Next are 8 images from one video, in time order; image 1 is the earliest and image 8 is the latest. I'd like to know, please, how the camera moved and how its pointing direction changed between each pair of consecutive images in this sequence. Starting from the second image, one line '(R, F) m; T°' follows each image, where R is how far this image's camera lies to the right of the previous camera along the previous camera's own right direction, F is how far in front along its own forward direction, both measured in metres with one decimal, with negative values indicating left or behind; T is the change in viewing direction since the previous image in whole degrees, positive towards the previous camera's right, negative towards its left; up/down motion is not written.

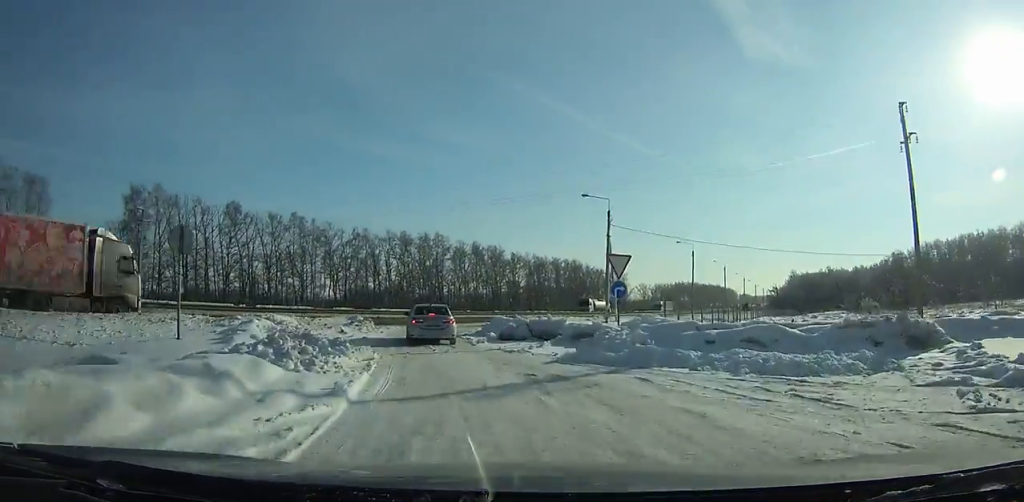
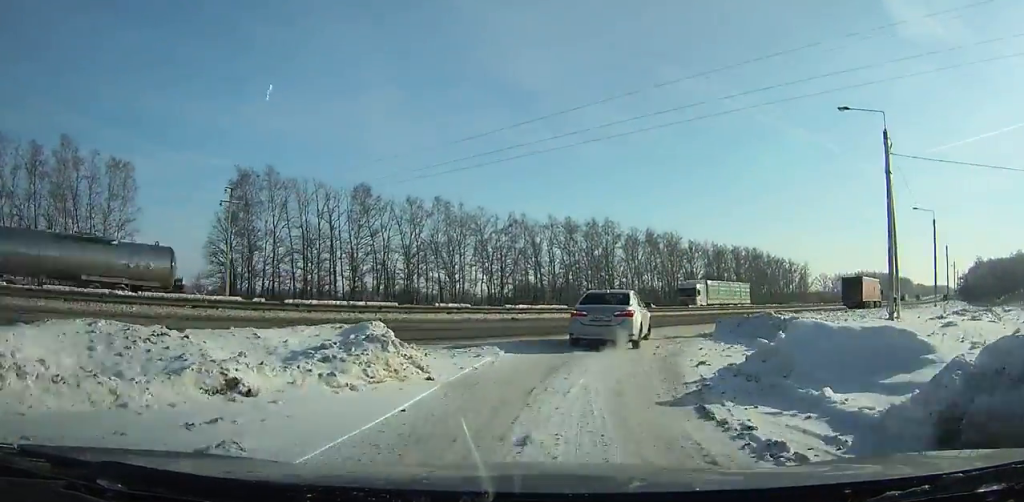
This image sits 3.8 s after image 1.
(-1.7, +18.2) m; -6°
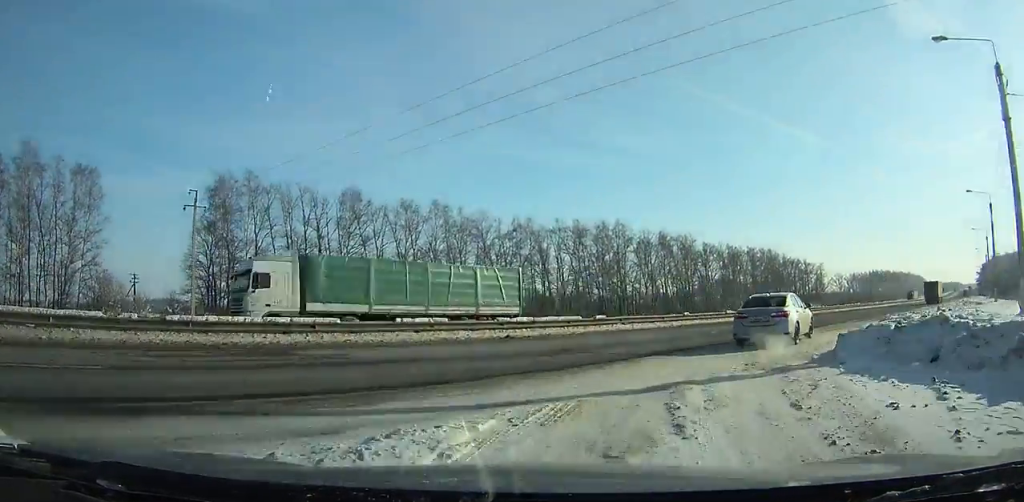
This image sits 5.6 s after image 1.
(-0.4, +8.0) m; +2°
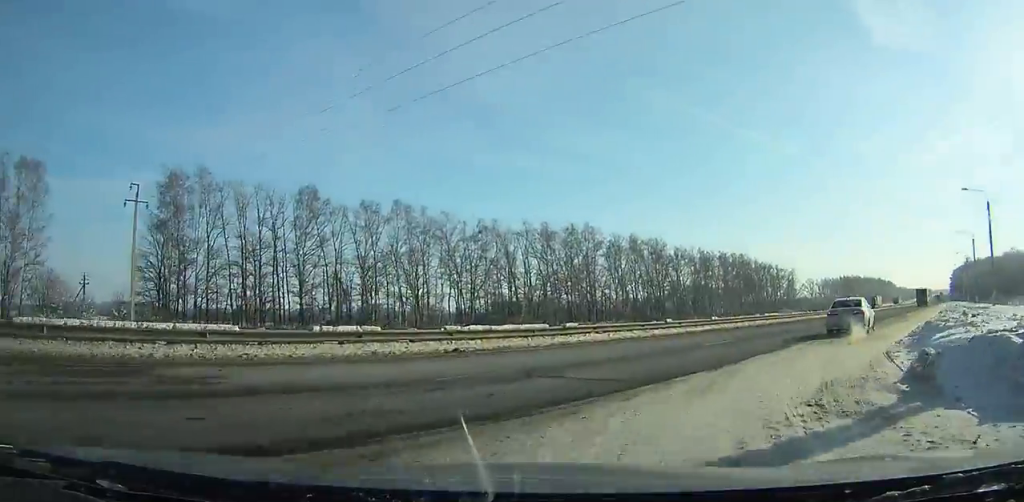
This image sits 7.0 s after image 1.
(+0.3, +6.5) m; +5°
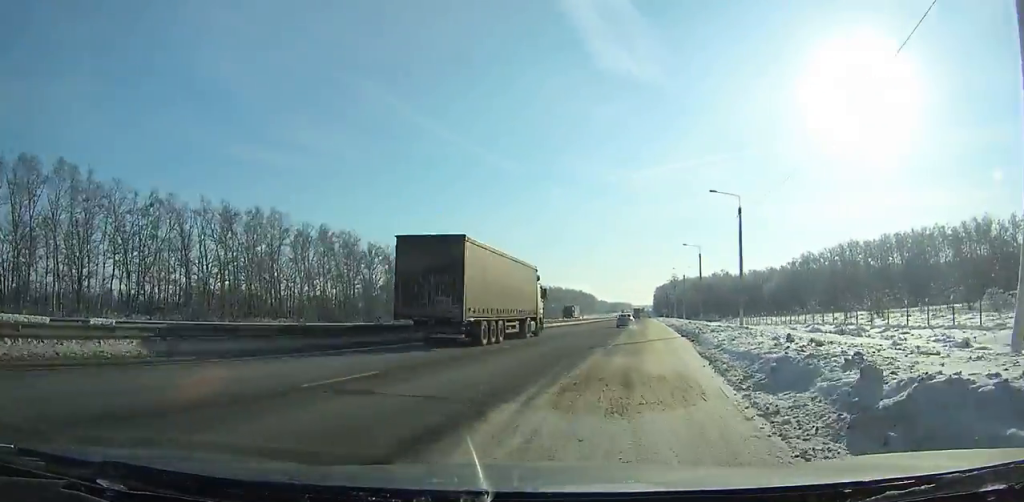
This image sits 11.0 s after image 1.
(+3.5, +22.4) m; +14°
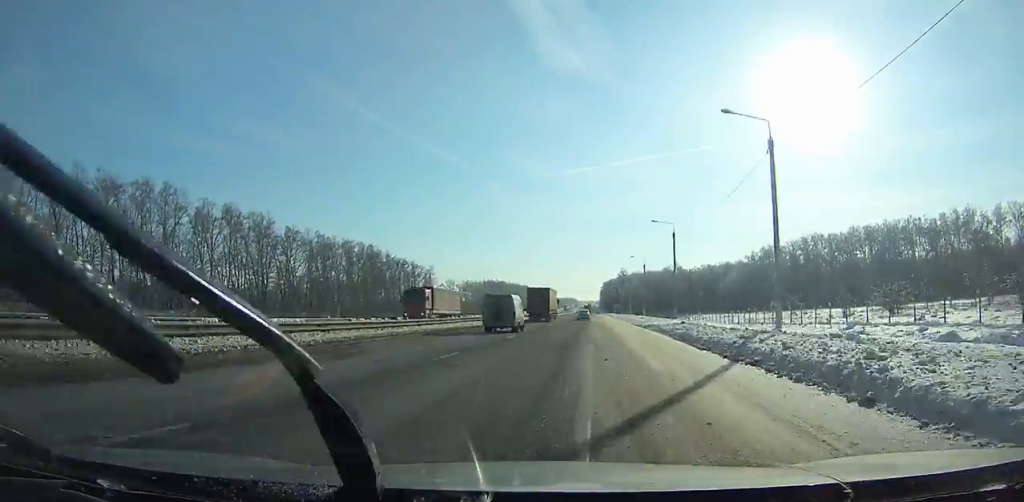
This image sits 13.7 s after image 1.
(+1.1, +23.5) m; +3°
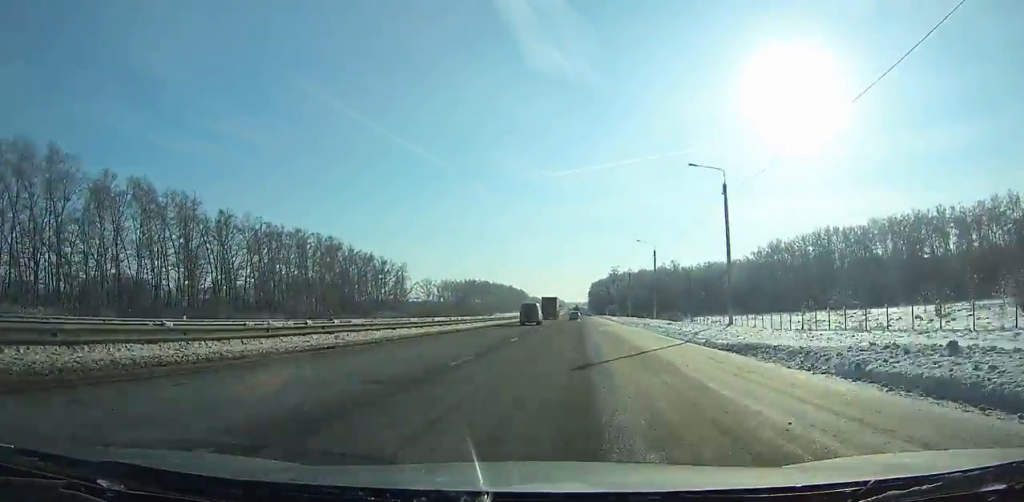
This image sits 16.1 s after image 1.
(+0.2, +27.7) m; +1°
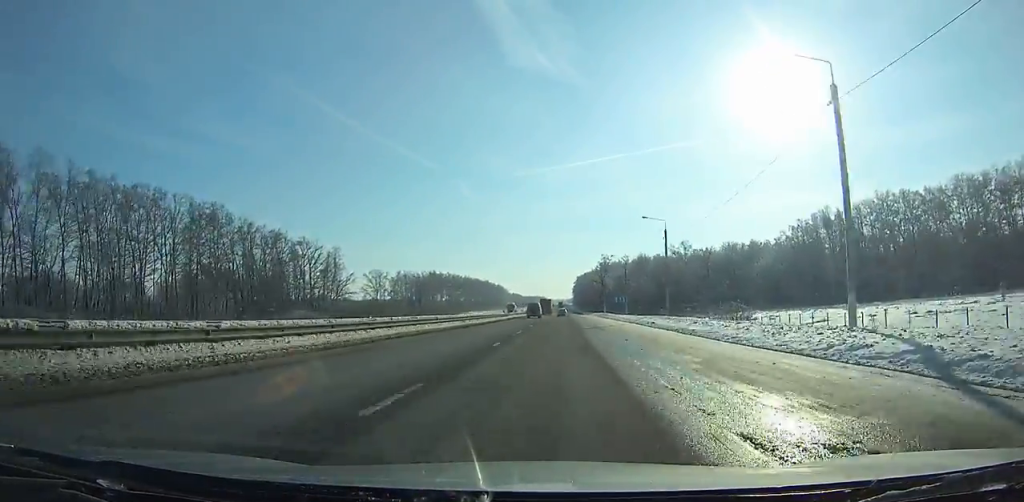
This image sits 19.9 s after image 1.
(+0.4, +57.0) m; +1°
